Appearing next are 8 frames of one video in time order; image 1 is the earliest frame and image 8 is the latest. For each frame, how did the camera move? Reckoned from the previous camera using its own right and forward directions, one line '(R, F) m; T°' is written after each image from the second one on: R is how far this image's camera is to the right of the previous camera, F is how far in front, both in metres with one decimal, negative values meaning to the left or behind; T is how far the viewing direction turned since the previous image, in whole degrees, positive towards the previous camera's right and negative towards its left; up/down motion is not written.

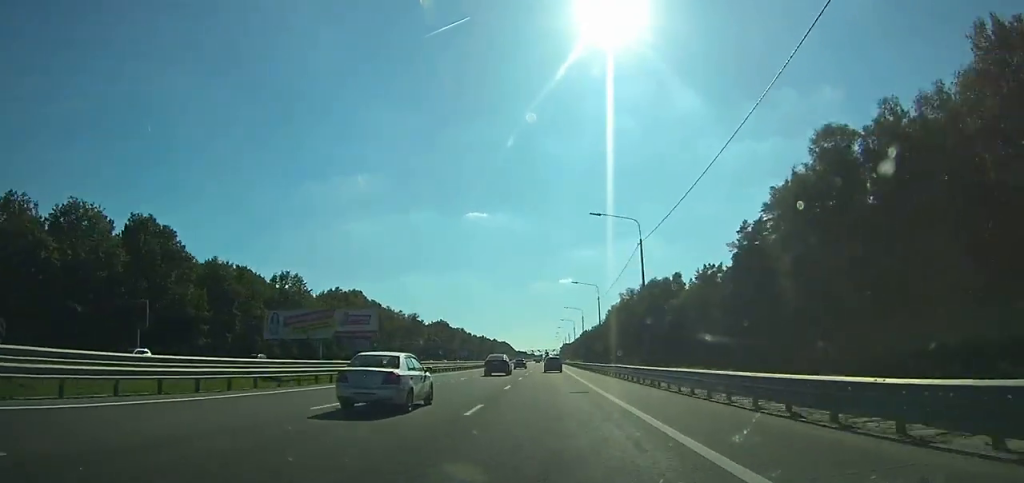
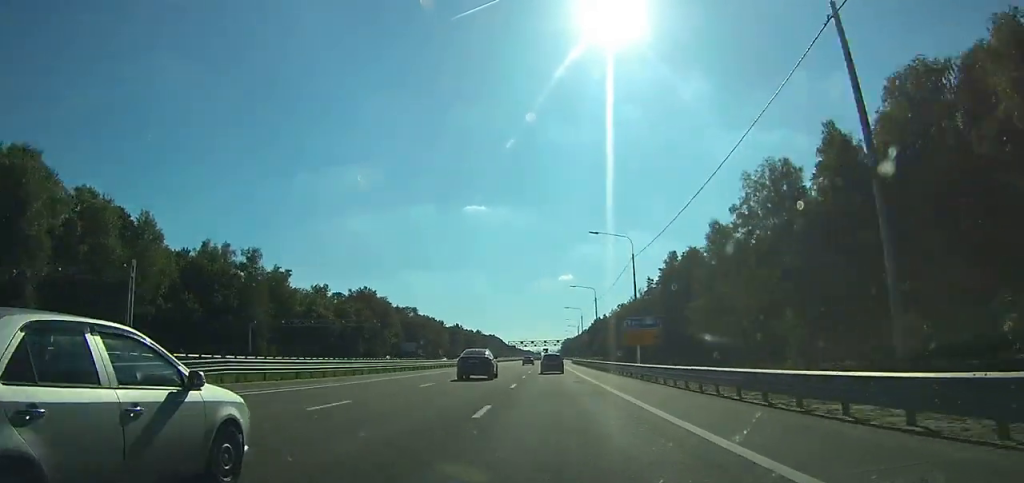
(-1.3, +134.2) m; 0°
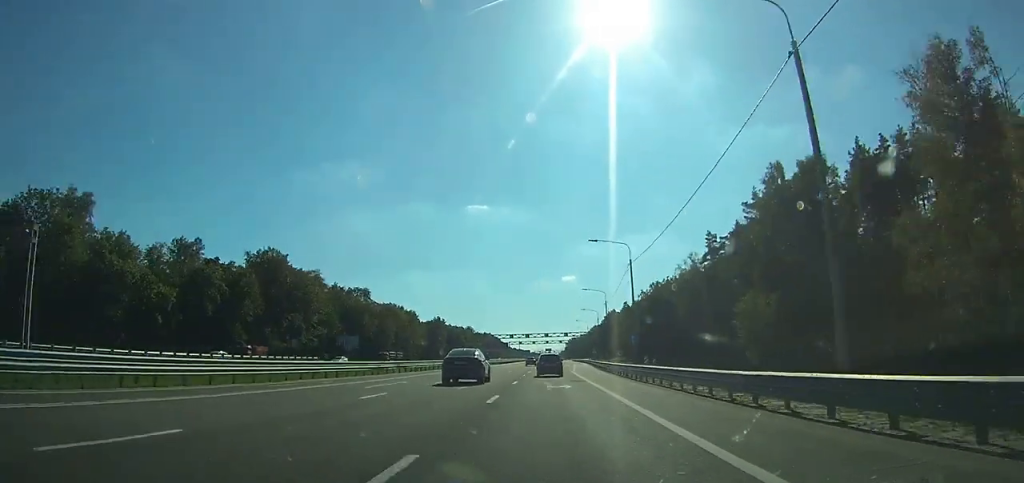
(+0.3, +65.6) m; 0°
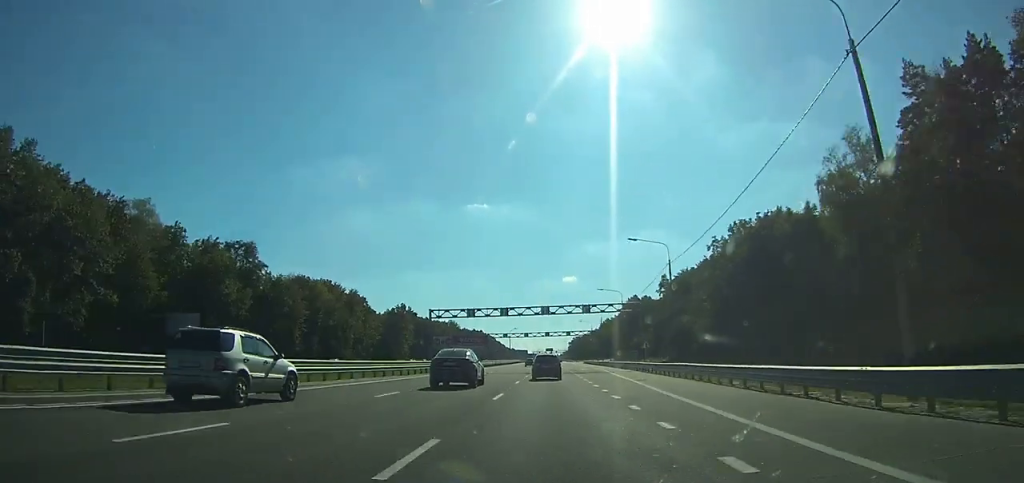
(-0.1, +68.6) m; 0°
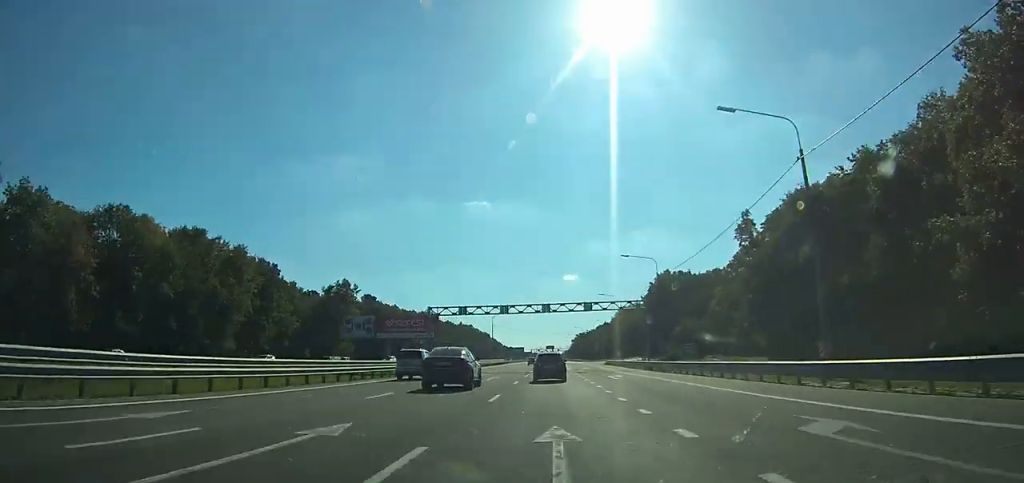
(0.0, +61.8) m; 0°
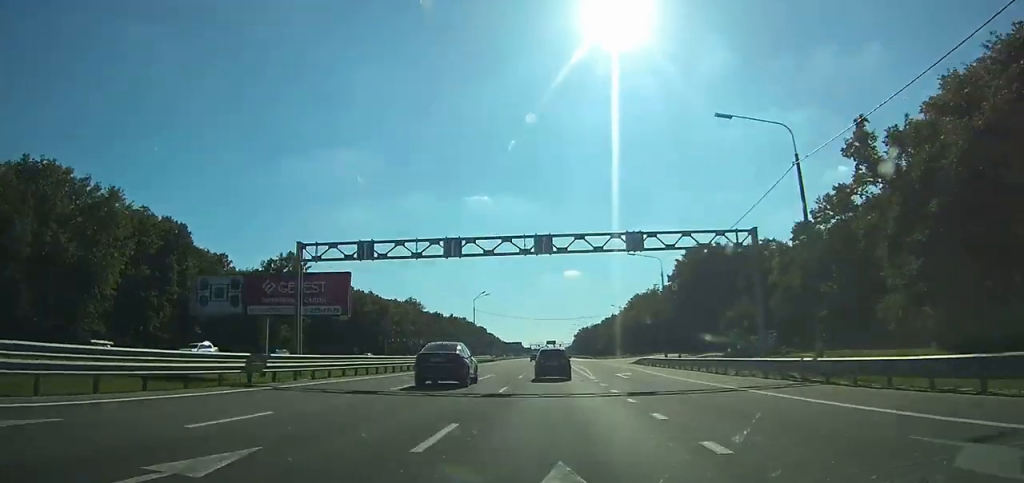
(+0.1, +33.7) m; 0°
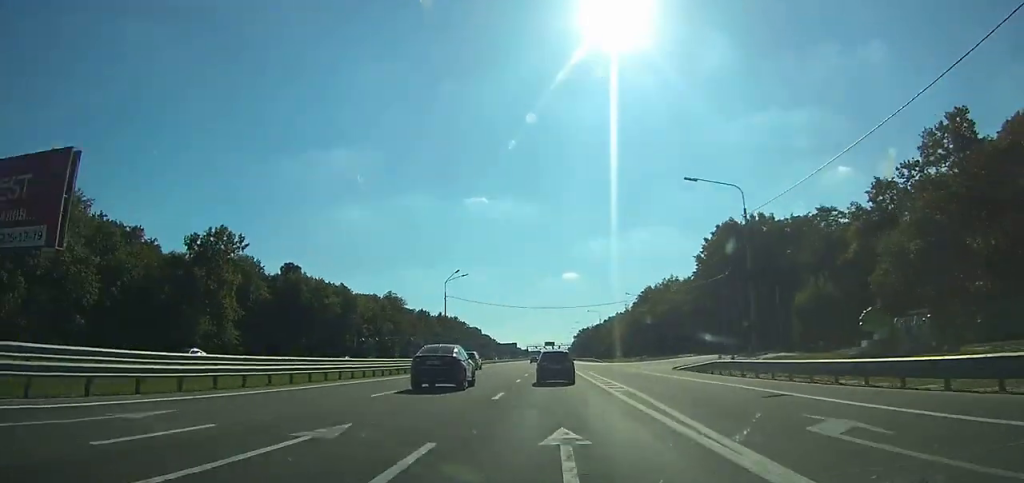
(+0.1, +26.7) m; 0°
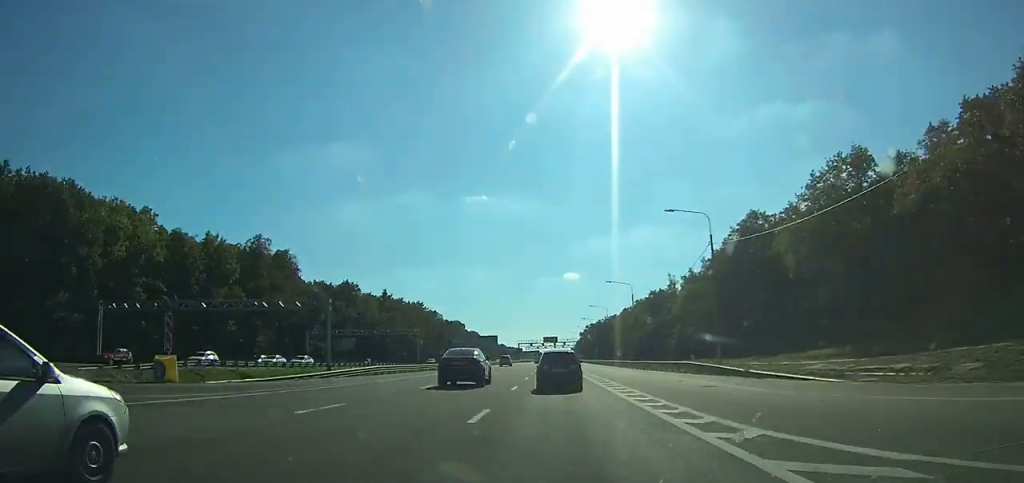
(+0.1, +91.2) m; 0°
